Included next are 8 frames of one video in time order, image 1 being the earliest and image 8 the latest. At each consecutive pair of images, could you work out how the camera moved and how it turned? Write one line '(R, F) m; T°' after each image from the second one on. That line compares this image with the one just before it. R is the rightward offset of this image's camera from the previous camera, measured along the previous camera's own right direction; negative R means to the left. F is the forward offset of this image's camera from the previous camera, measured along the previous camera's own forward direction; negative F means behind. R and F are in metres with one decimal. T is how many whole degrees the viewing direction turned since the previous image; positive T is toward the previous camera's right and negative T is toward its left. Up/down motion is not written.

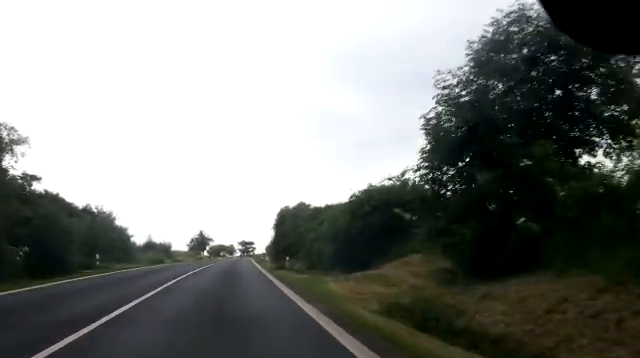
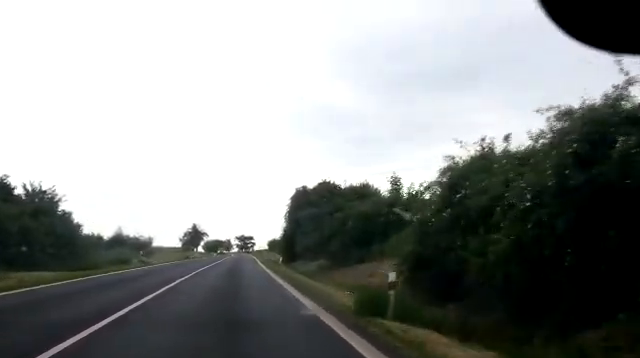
(+0.2, +17.9) m; 0°
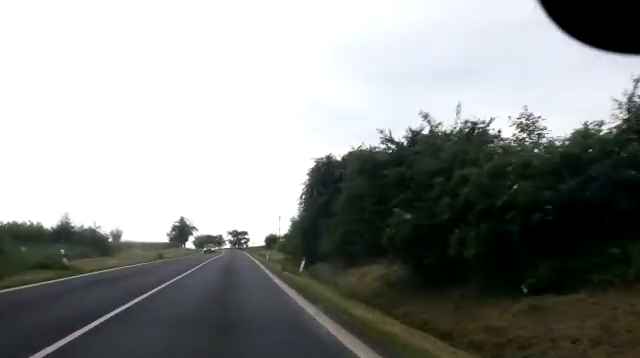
(-0.1, +15.2) m; 0°
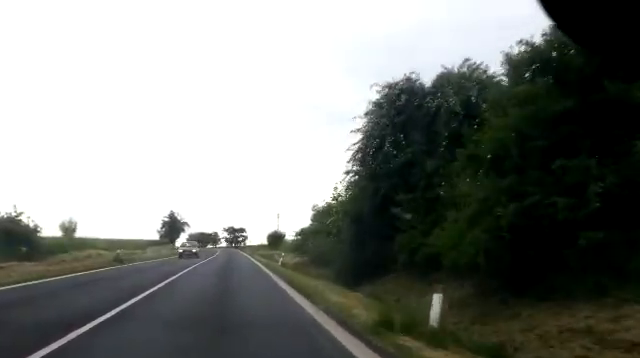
(0.0, +15.7) m; 0°
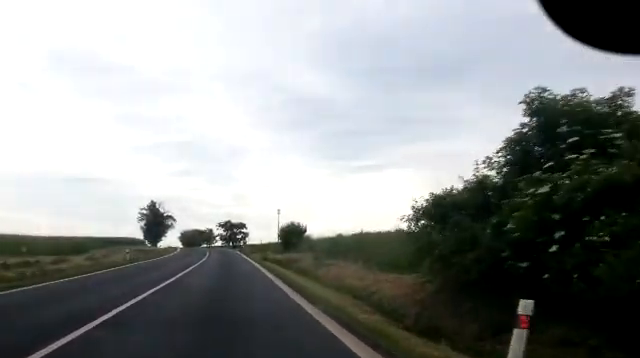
(-0.1, +27.7) m; 0°
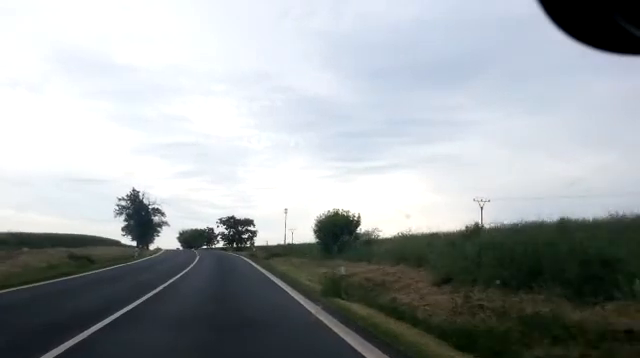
(0.0, +21.8) m; 0°
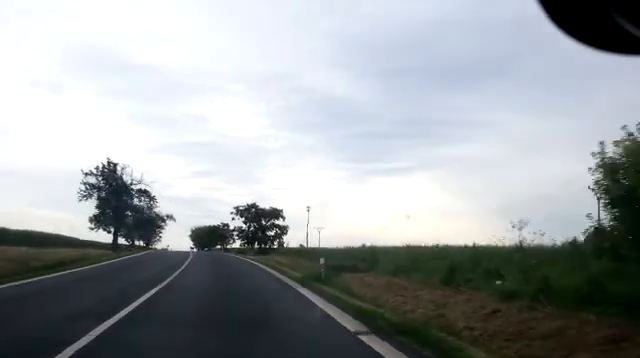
(-0.1, +25.2) m; -1°
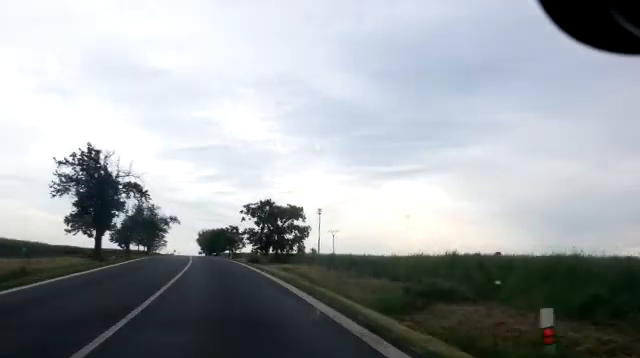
(-0.1, +11.1) m; 0°
